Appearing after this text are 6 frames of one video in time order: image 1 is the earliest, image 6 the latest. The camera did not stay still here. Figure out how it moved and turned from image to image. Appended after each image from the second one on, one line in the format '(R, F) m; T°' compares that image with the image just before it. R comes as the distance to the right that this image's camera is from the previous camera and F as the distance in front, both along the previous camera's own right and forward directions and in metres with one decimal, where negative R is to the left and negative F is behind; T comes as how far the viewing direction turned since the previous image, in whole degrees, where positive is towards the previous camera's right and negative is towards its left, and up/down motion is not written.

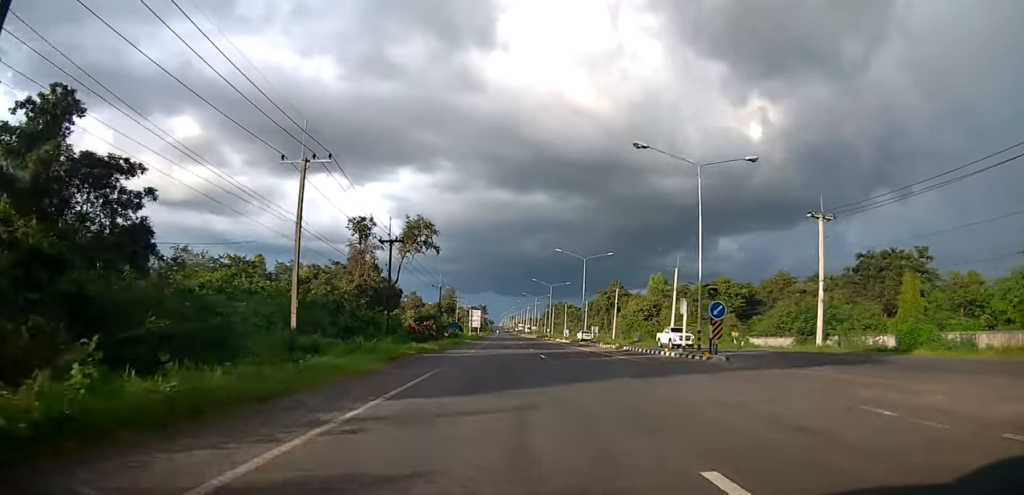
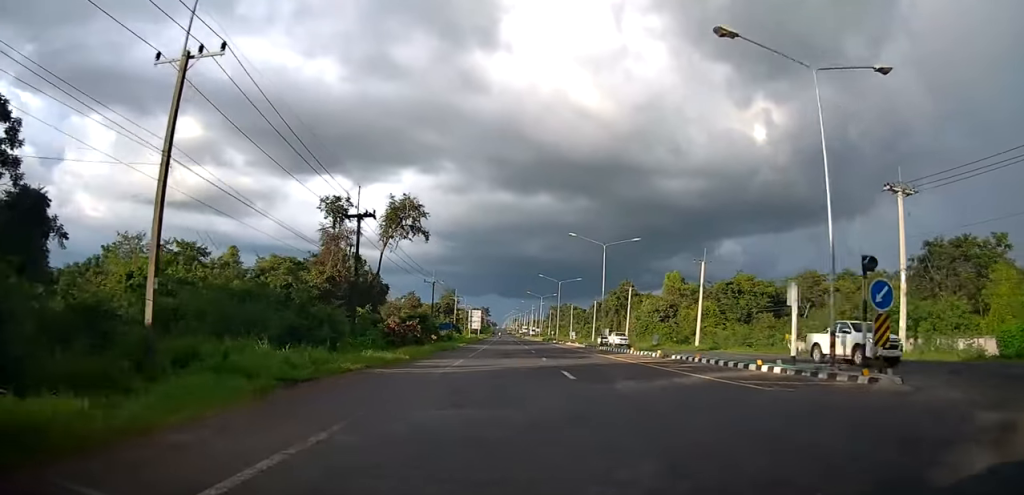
(+0.4, +10.8) m; -1°
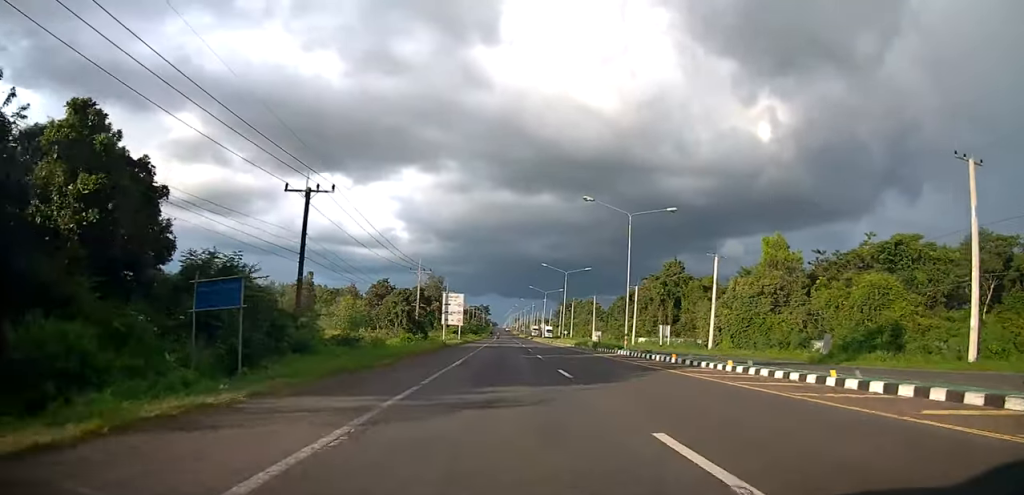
(-1.4, +47.8) m; 0°
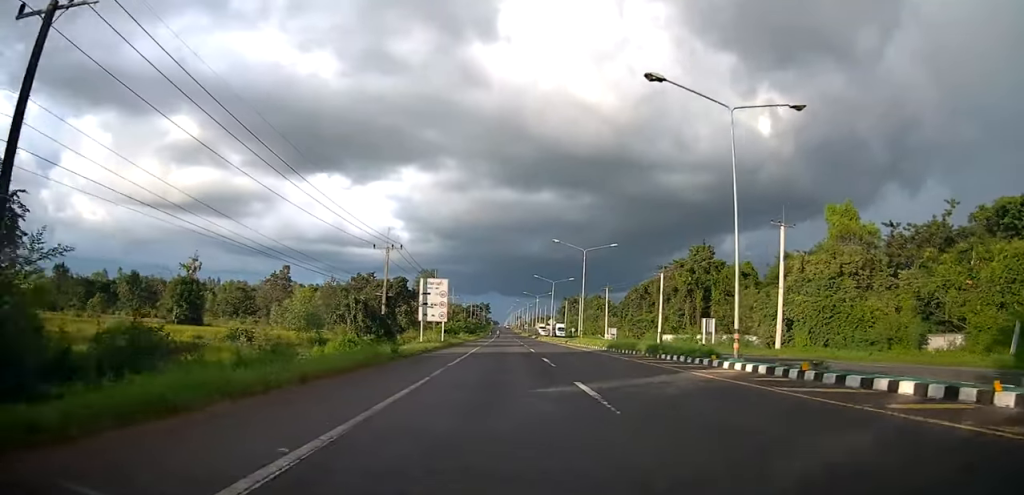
(+0.1, +17.6) m; -1°
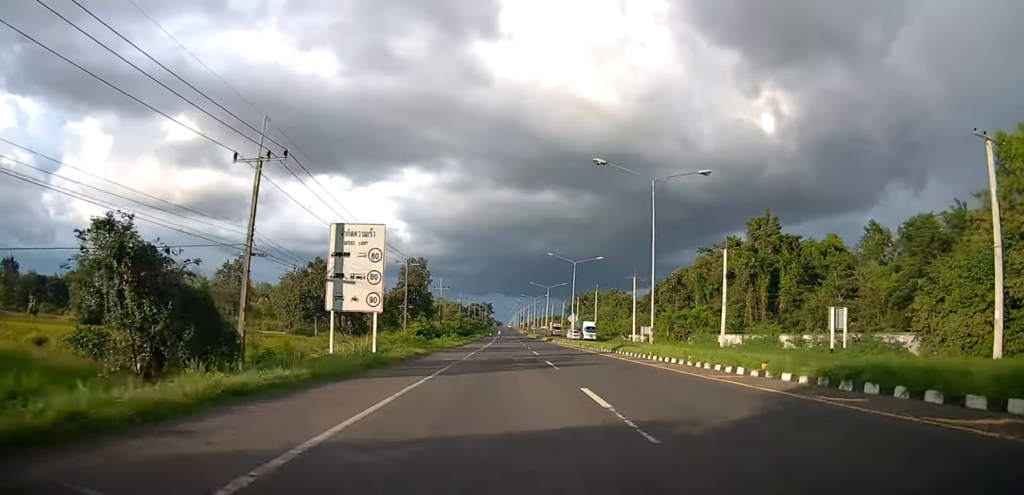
(-0.6, +25.8) m; 0°
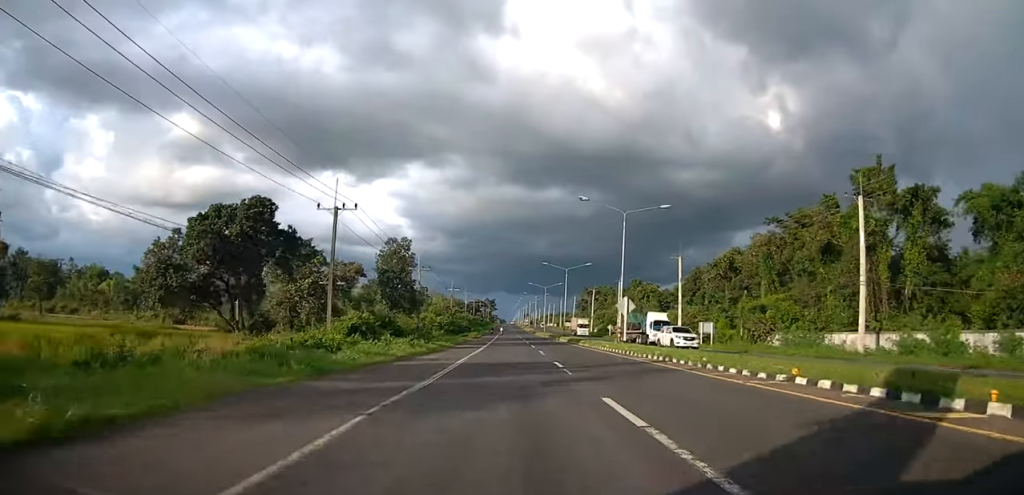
(+0.7, +26.3) m; 0°
